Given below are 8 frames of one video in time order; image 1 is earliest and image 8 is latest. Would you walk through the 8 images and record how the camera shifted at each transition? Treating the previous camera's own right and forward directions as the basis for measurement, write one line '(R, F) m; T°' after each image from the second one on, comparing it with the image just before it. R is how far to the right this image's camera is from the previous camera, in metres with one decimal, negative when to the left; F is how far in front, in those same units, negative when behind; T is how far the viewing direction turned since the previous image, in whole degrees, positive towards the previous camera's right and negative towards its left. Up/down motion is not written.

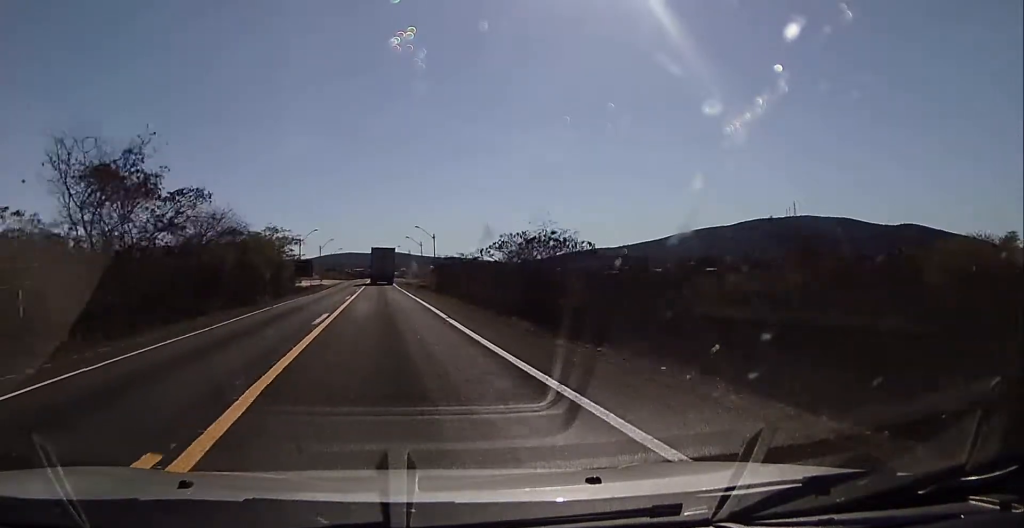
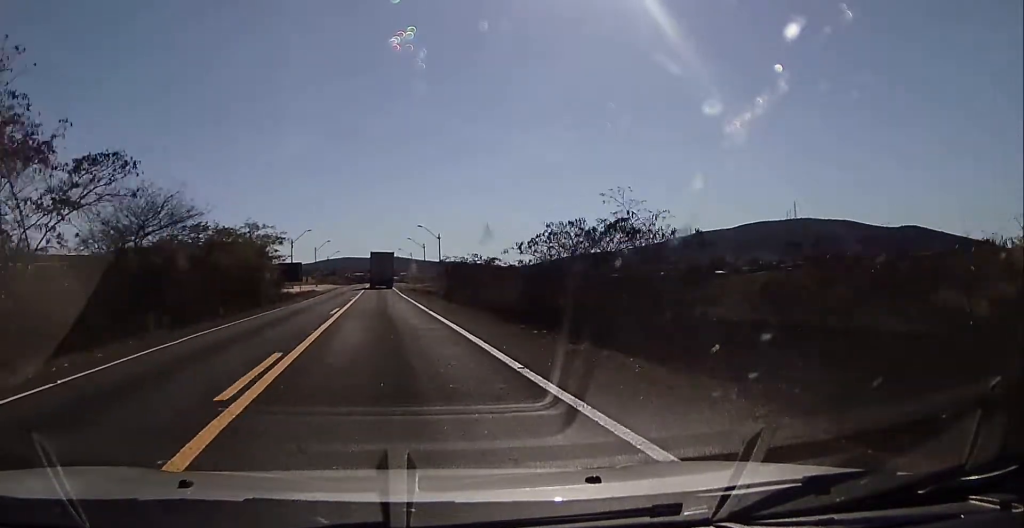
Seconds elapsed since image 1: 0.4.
(-0.2, +9.9) m; 0°
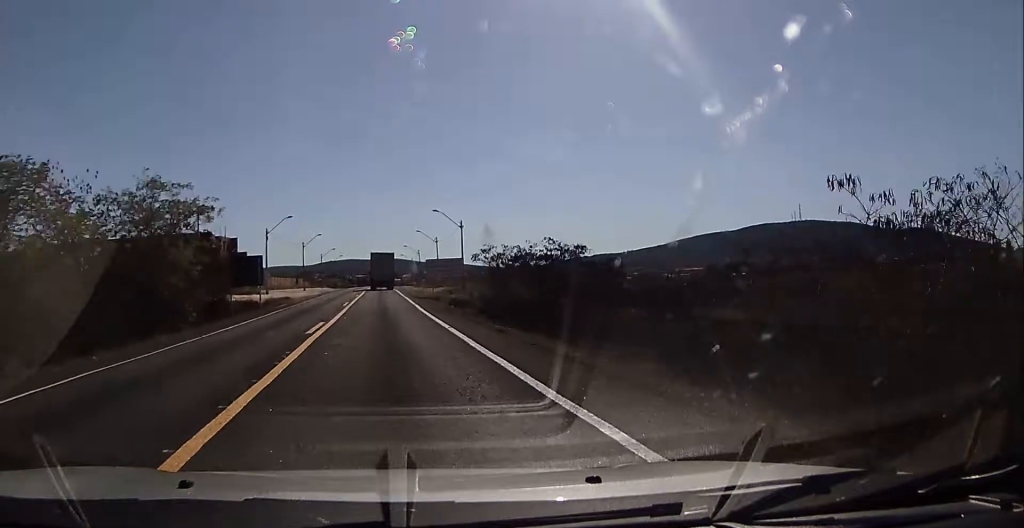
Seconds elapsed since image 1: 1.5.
(+0.2, +24.1) m; +1°
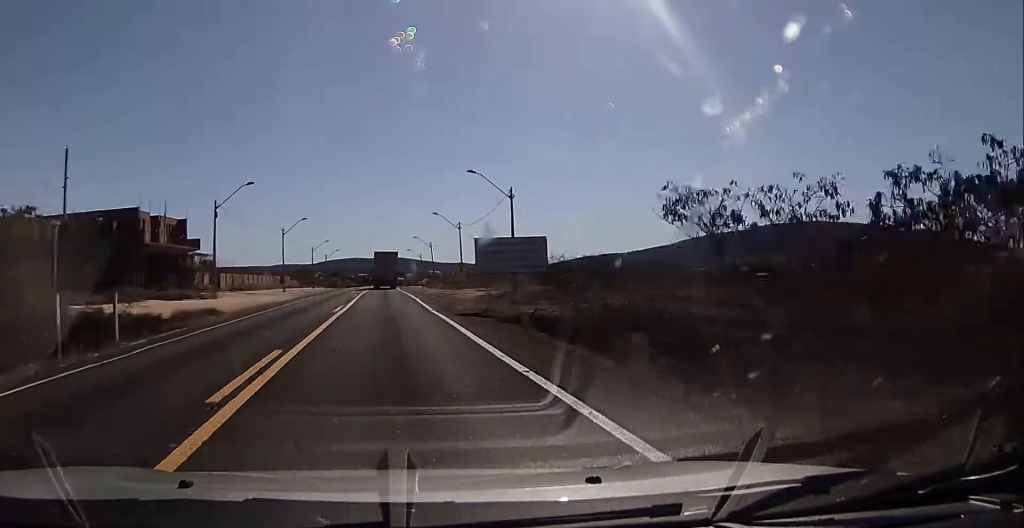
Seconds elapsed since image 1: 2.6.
(+0.2, +24.9) m; -1°
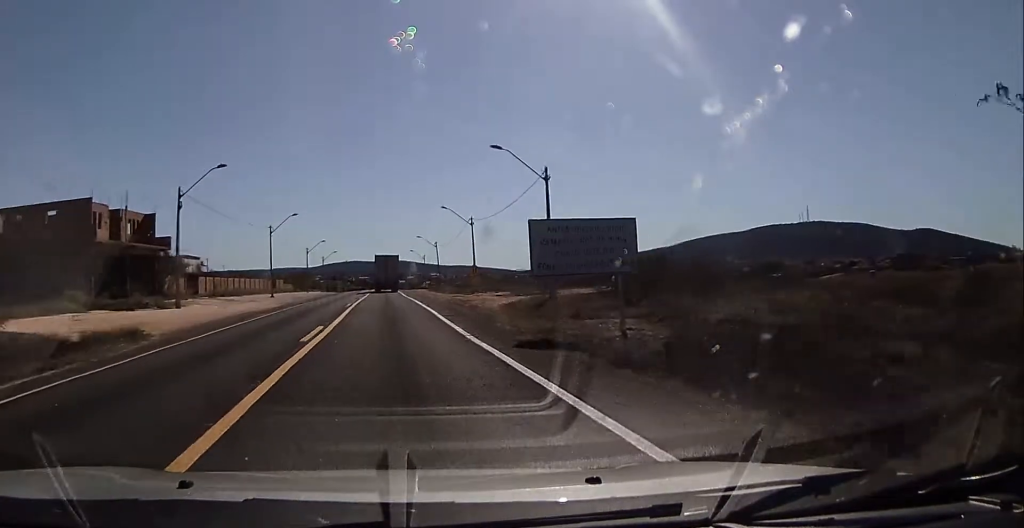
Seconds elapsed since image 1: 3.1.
(-0.1, +9.4) m; -1°
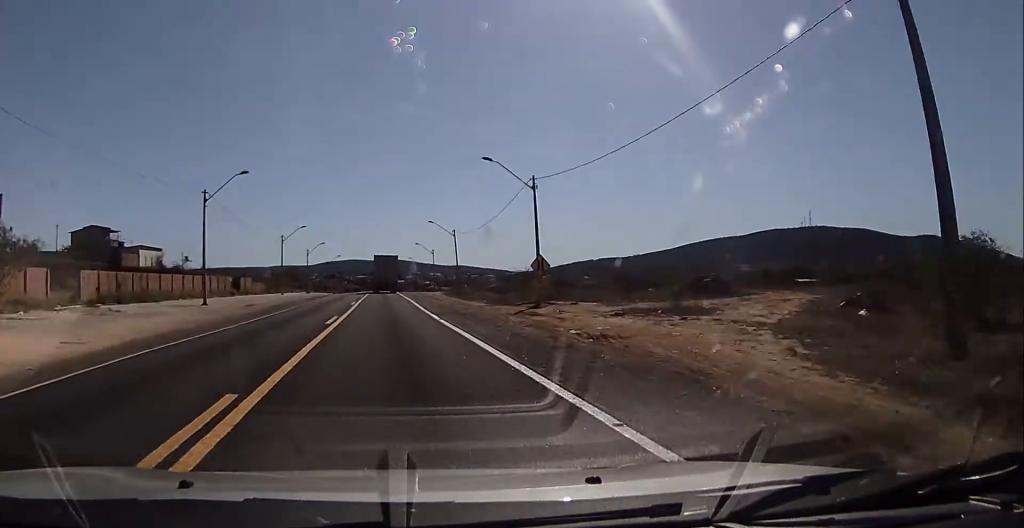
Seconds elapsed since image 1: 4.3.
(-0.8, +26.5) m; -1°
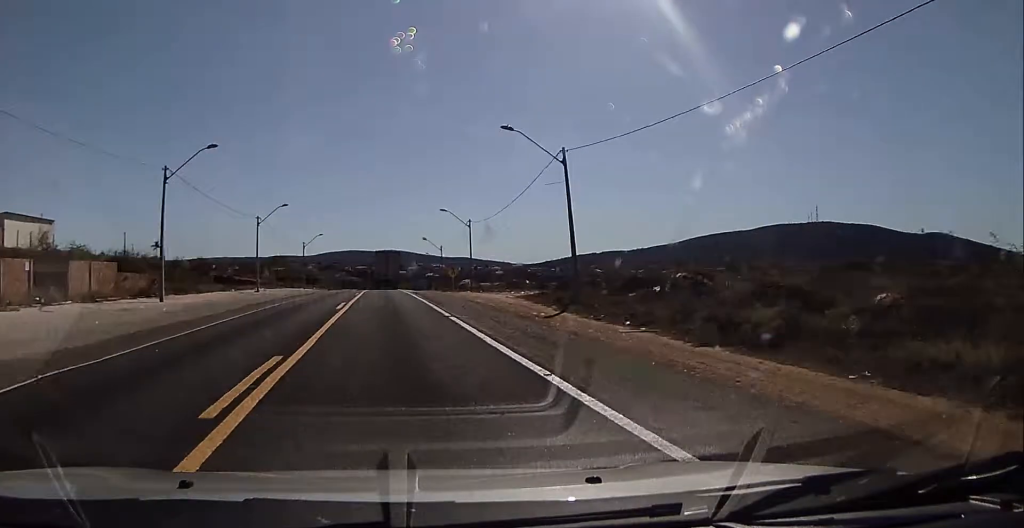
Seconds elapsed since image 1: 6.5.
(+0.9, +46.8) m; -2°
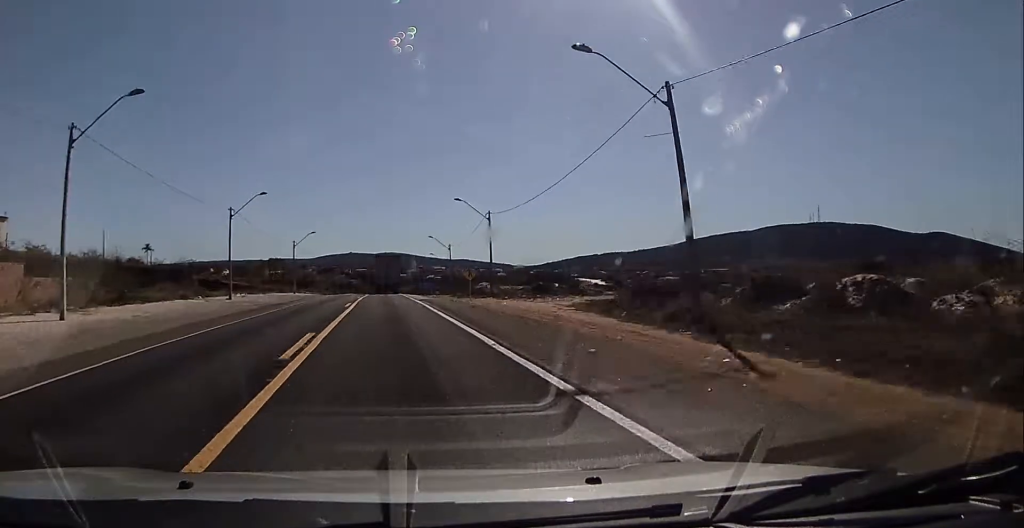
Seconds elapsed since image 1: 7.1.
(-0.3, +12.6) m; 0°
